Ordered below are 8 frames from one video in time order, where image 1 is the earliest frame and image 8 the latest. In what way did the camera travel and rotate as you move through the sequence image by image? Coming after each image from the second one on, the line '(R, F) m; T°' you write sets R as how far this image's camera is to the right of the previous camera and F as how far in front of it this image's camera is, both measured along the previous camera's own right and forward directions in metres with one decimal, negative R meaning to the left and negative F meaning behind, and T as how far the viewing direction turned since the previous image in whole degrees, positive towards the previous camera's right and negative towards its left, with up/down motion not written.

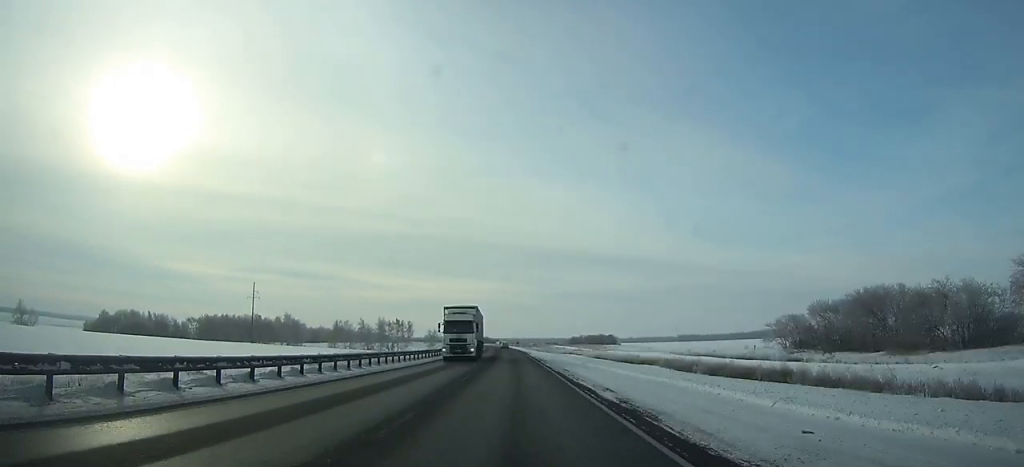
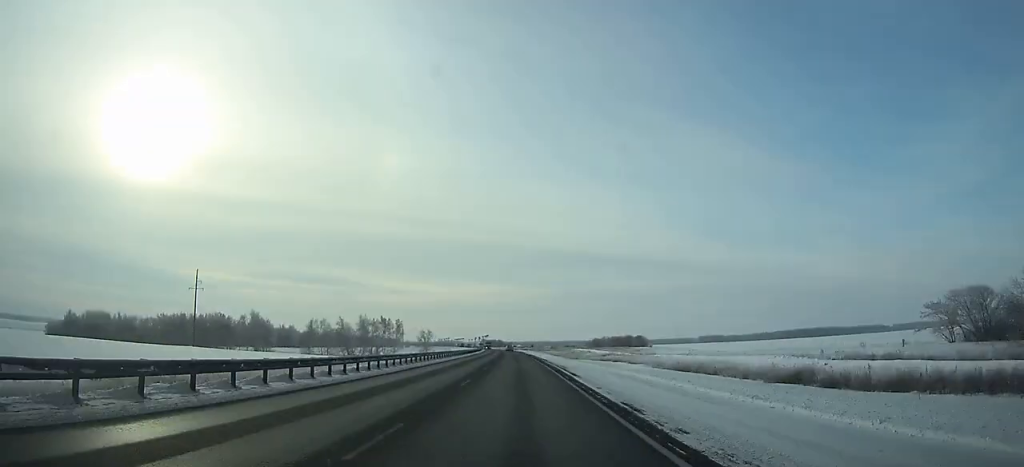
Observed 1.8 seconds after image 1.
(-0.6, +49.0) m; -1°
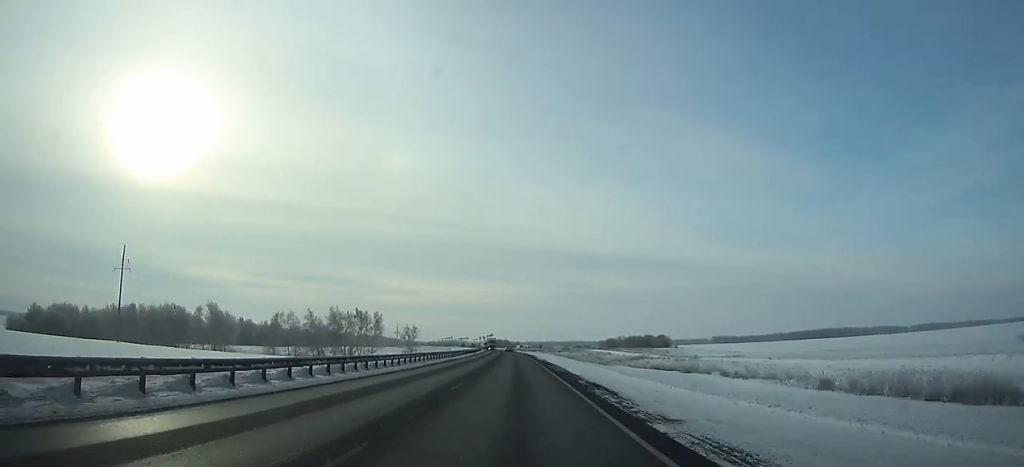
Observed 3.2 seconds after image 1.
(-0.2, +37.8) m; -1°
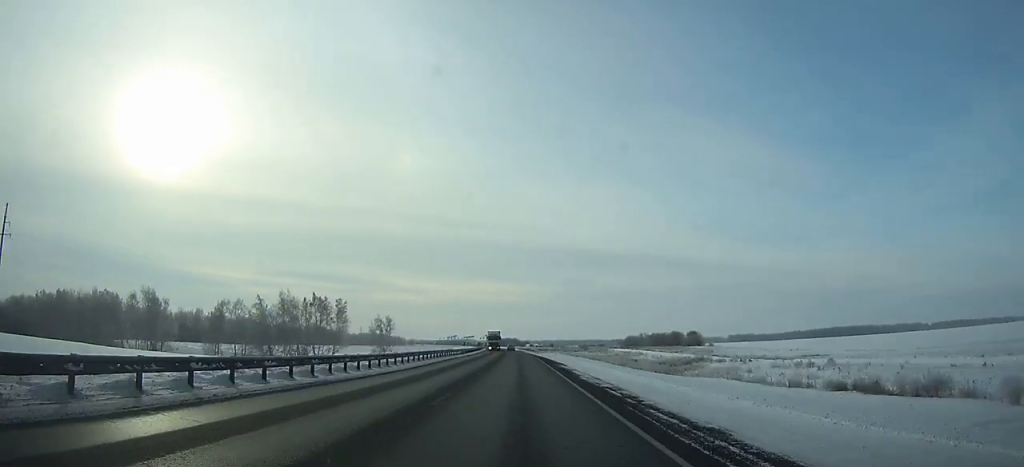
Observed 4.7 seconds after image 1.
(-0.3, +39.9) m; -1°
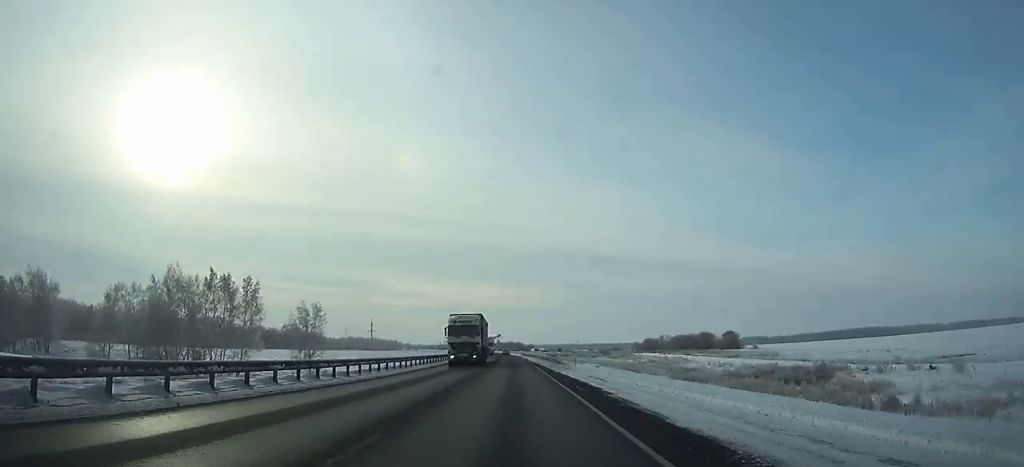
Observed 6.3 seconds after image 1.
(-0.2, +42.2) m; -1°
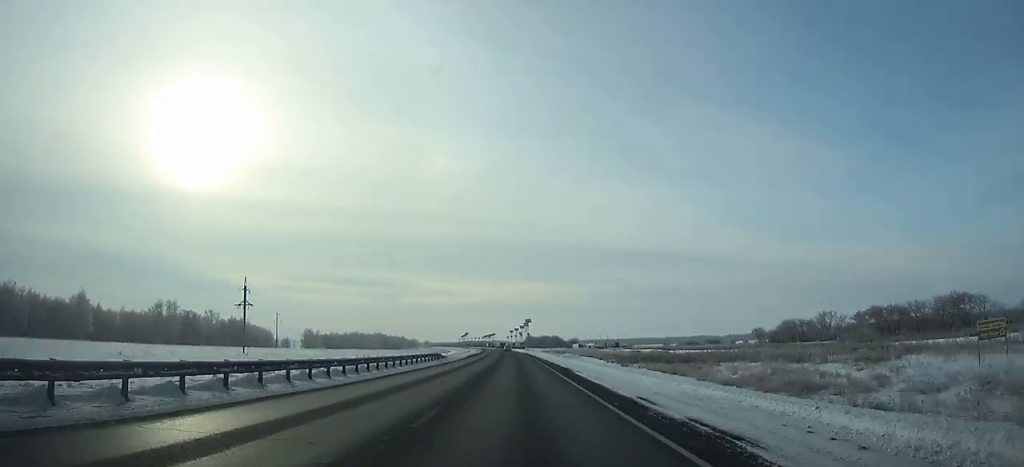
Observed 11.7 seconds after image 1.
(-3.4, +138.6) m; -3°
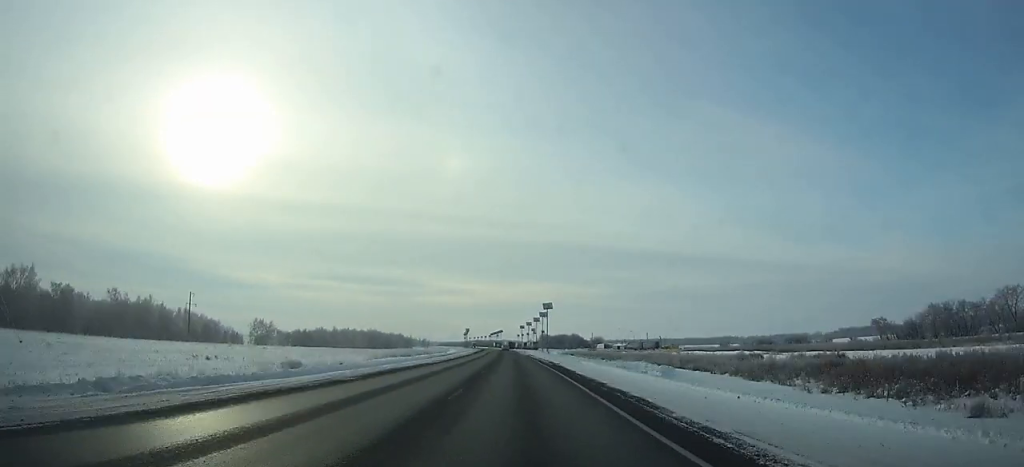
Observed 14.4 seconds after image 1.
(-0.8, +67.3) m; -1°
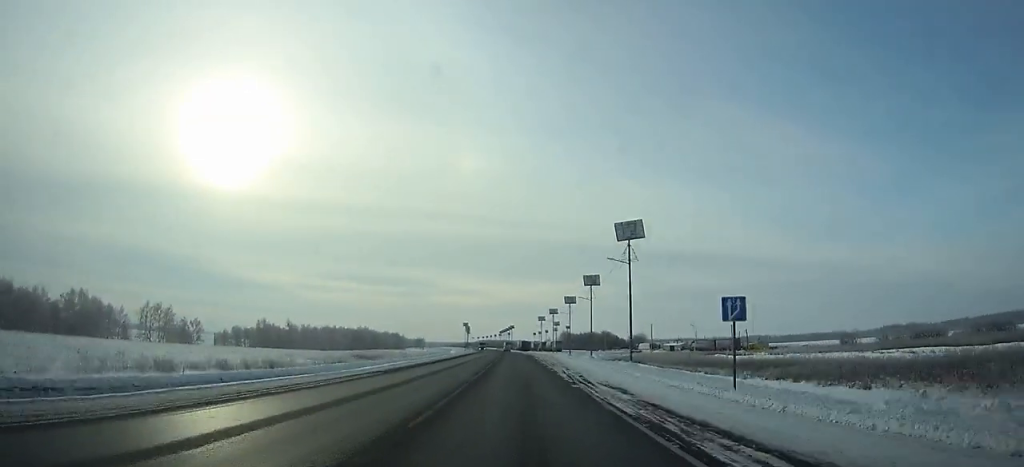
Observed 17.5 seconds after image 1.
(-1.0, +76.4) m; -1°
